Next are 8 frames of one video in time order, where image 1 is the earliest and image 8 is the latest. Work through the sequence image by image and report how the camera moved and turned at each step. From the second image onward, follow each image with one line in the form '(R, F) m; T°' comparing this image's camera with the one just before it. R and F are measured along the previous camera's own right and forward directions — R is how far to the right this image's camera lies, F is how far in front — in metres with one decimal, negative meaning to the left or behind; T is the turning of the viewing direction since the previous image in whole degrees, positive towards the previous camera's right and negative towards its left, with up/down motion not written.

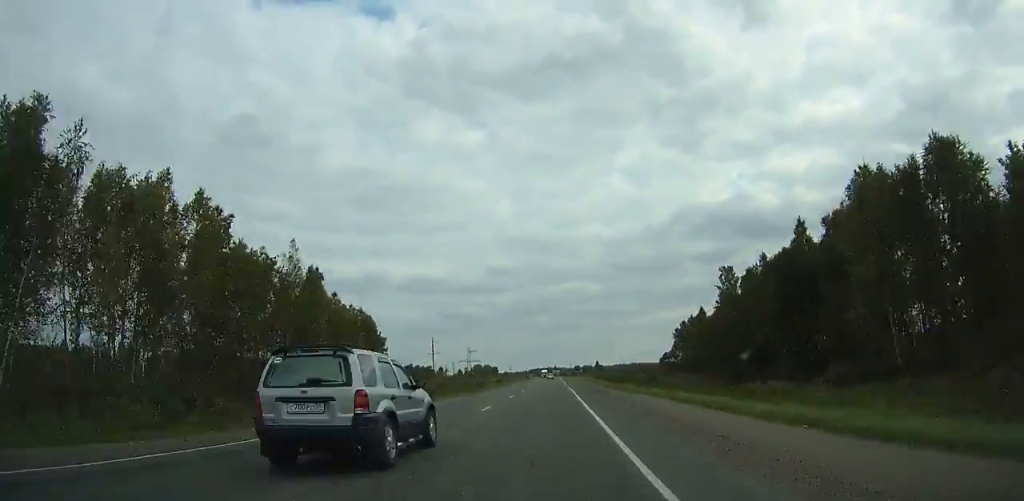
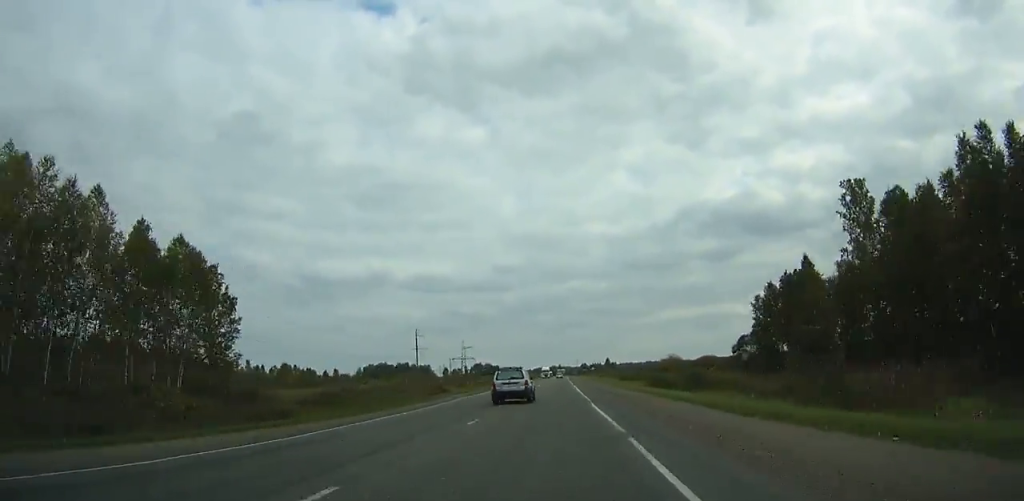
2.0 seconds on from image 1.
(+0.1, +41.6) m; 0°
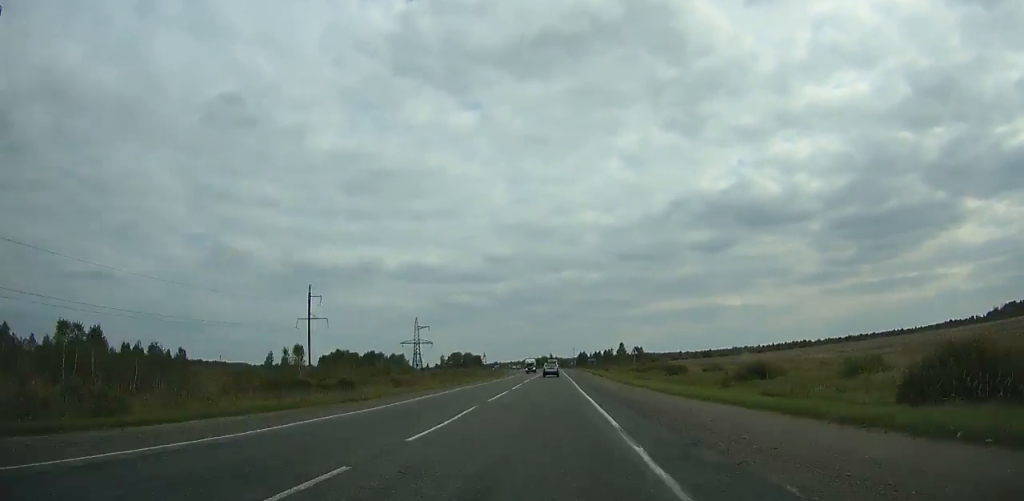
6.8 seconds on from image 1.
(0.0, +100.5) m; 0°
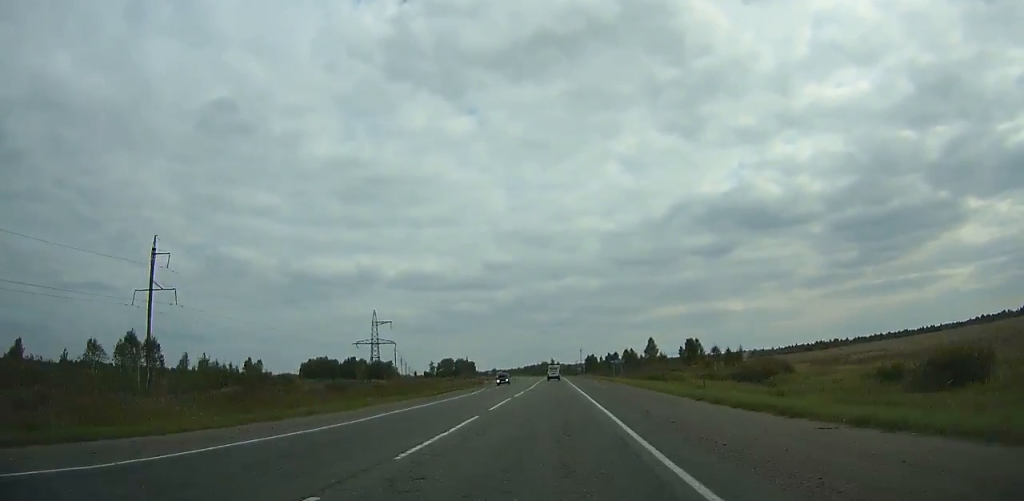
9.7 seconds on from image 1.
(0.0, +61.0) m; 0°
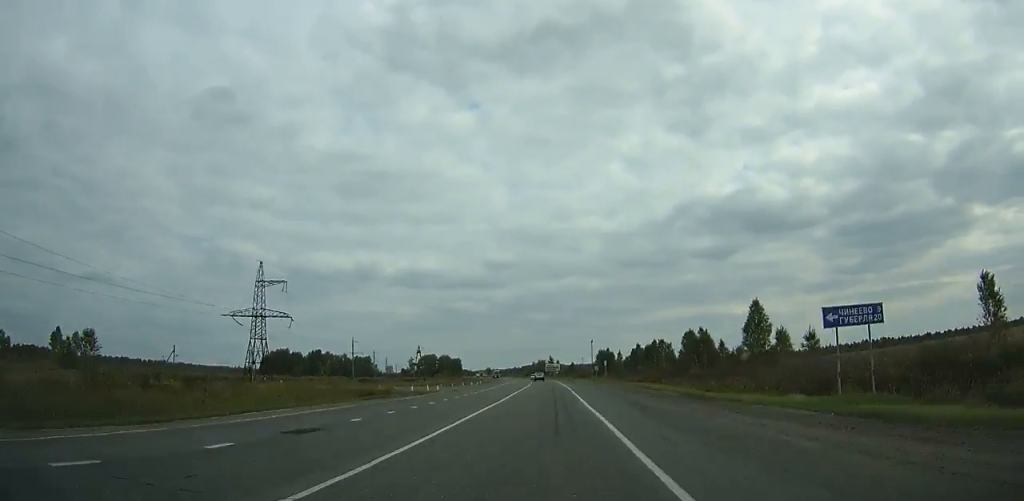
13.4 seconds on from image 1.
(-0.1, +78.4) m; 0°
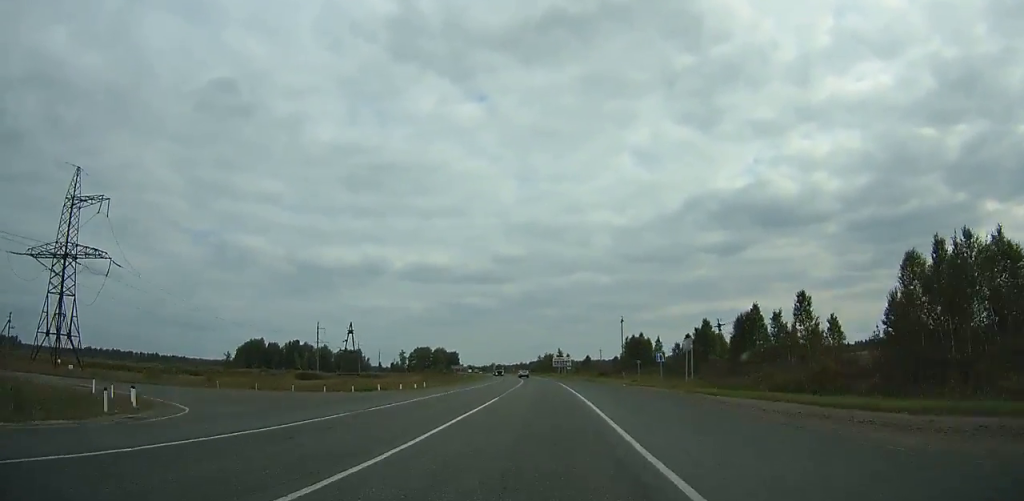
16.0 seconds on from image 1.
(-0.1, +55.3) m; -1°
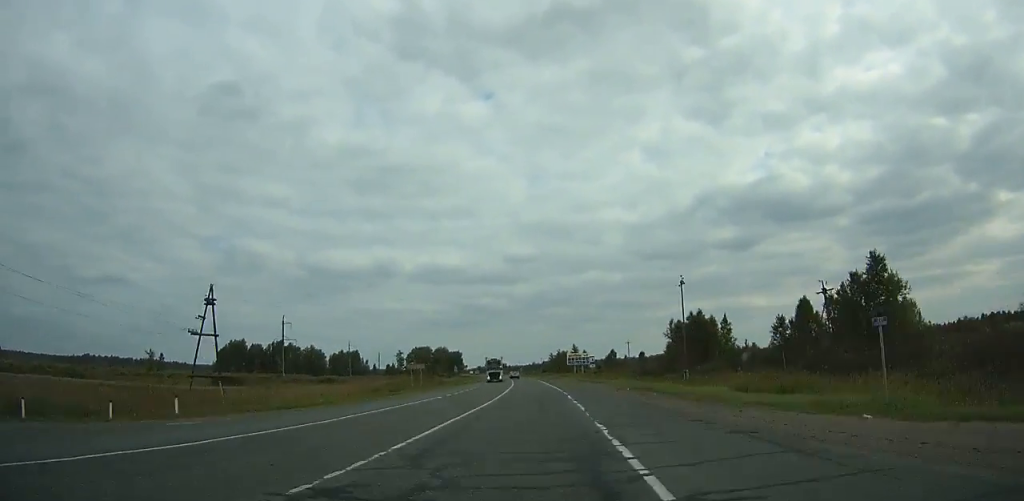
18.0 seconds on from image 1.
(-0.2, +42.7) m; -1°
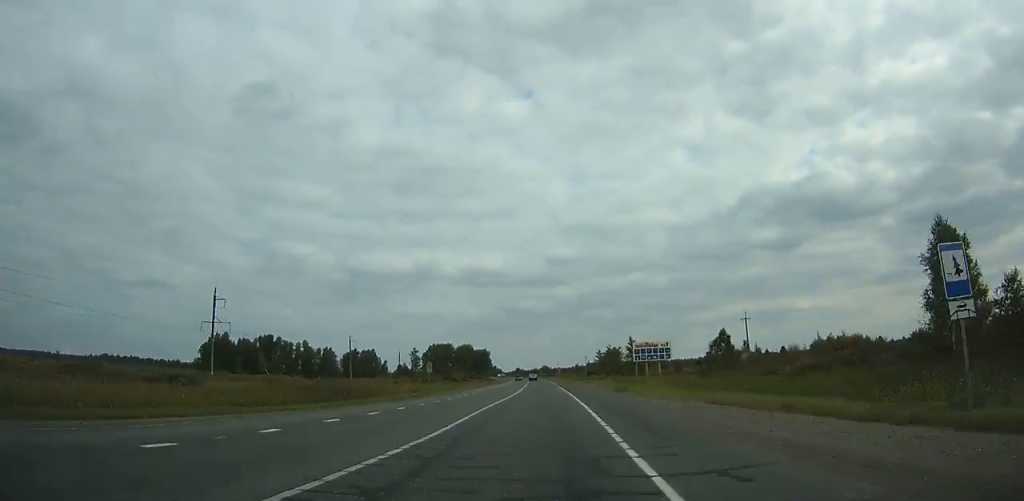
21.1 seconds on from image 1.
(-1.3, +66.3) m; -3°
